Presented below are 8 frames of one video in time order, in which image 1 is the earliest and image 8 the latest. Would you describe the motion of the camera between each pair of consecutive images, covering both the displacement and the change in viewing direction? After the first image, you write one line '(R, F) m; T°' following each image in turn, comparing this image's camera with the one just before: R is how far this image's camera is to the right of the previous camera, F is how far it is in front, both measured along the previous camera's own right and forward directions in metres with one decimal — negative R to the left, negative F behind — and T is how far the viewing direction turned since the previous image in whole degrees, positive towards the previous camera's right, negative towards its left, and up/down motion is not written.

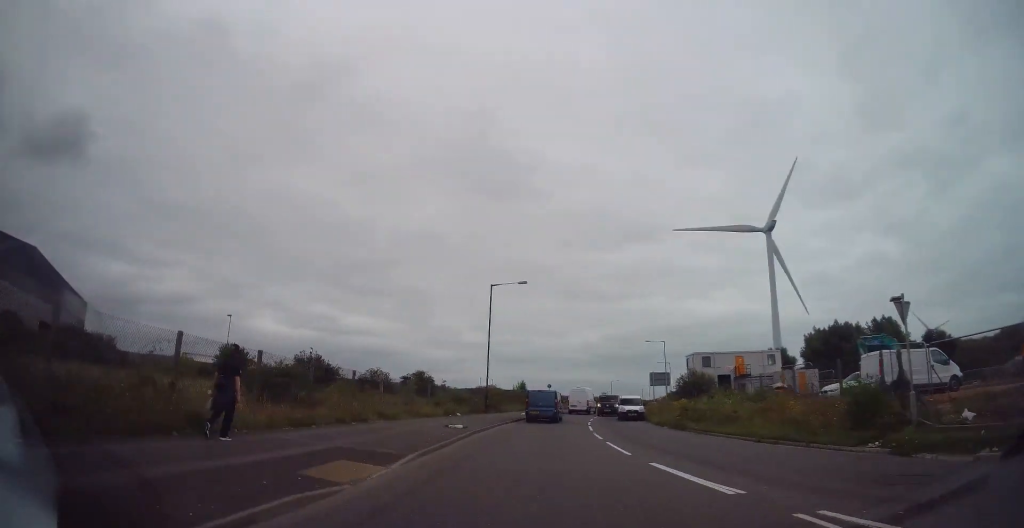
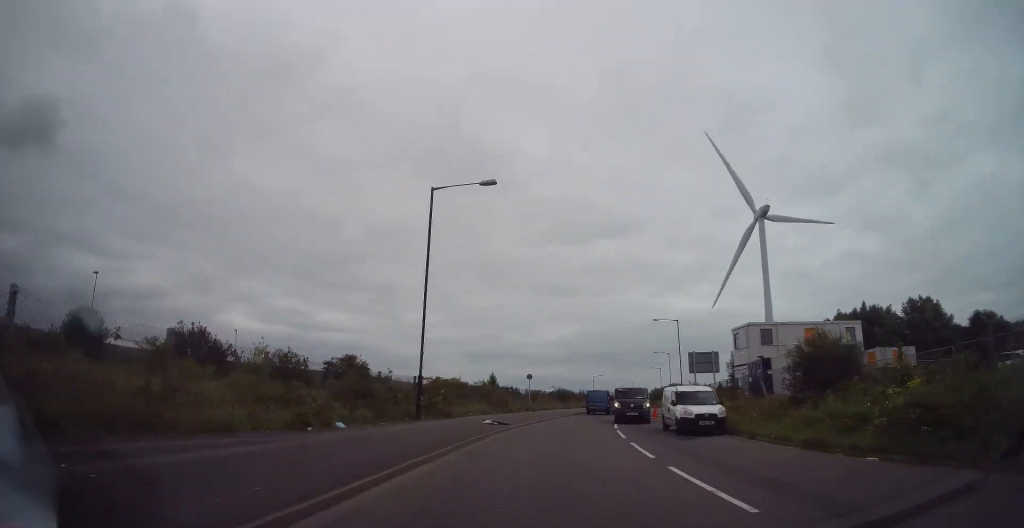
(+1.1, +17.5) m; +7°
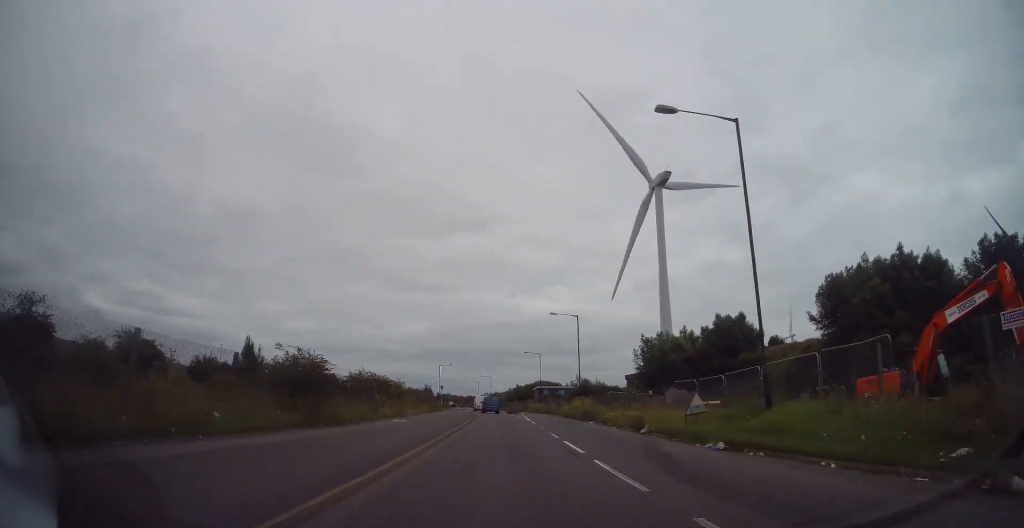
(+5.5, +48.8) m; +10°
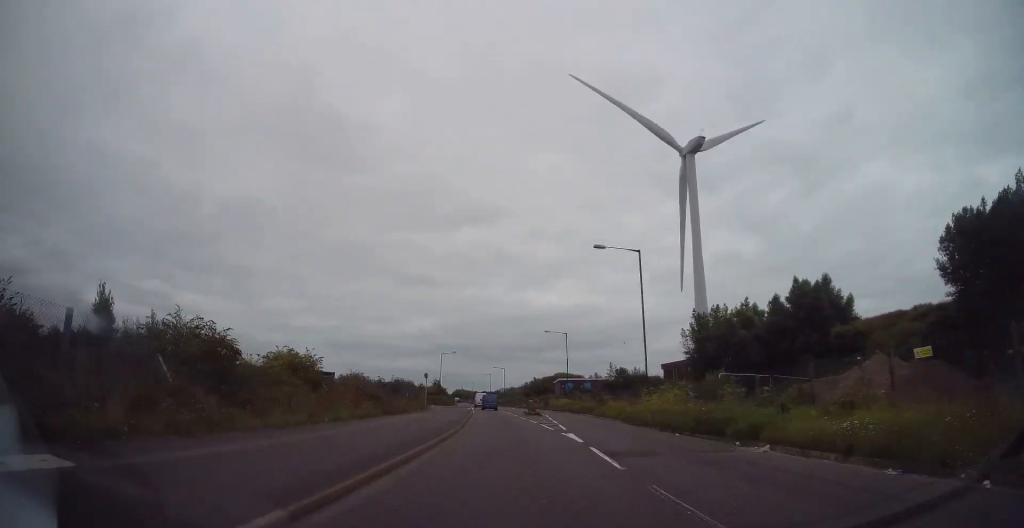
(+0.7, +22.3) m; -1°
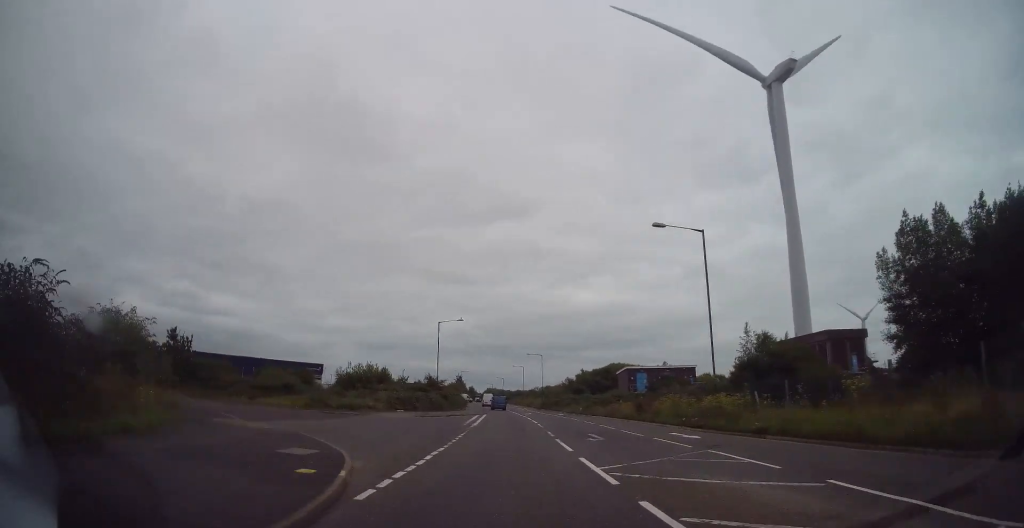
(-2.3, +46.4) m; -4°
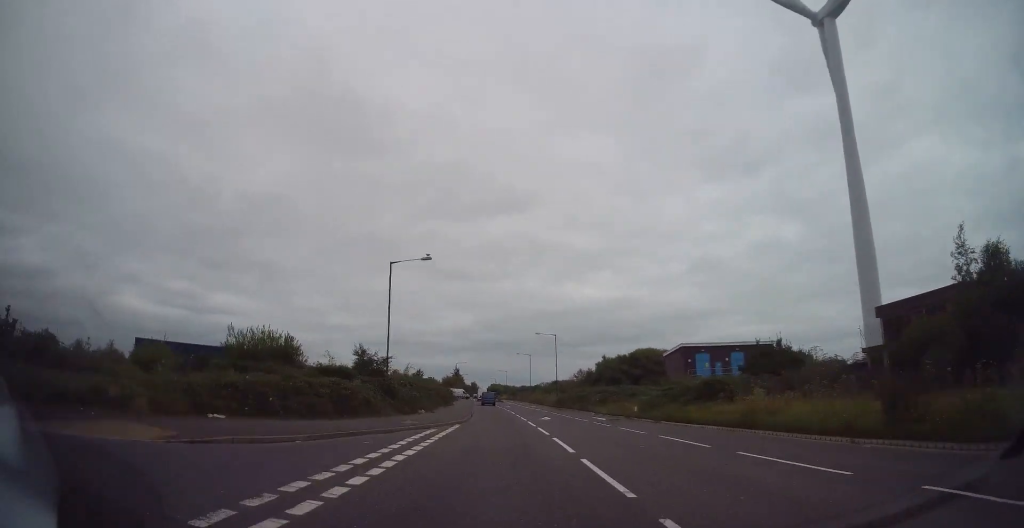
(+0.1, +25.7) m; -1°
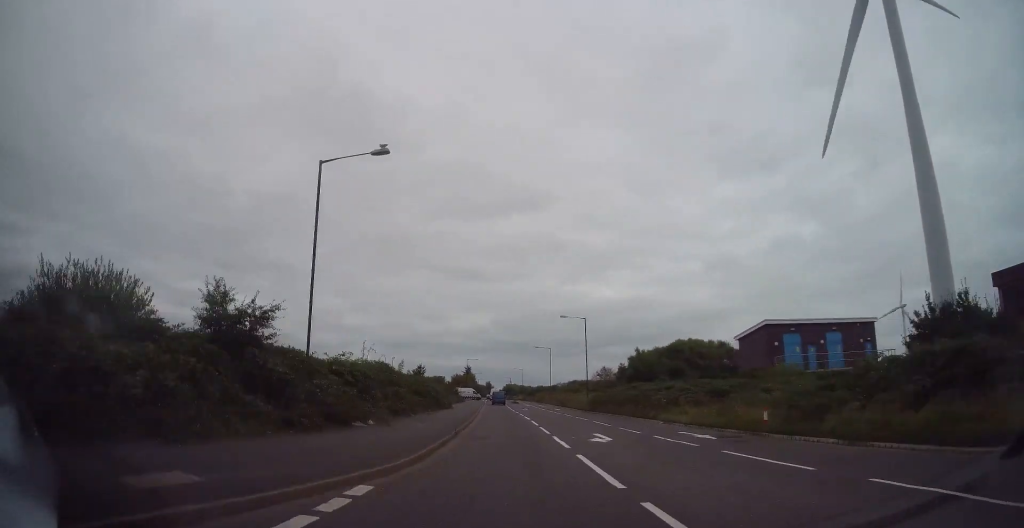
(-0.4, +16.6) m; -1°
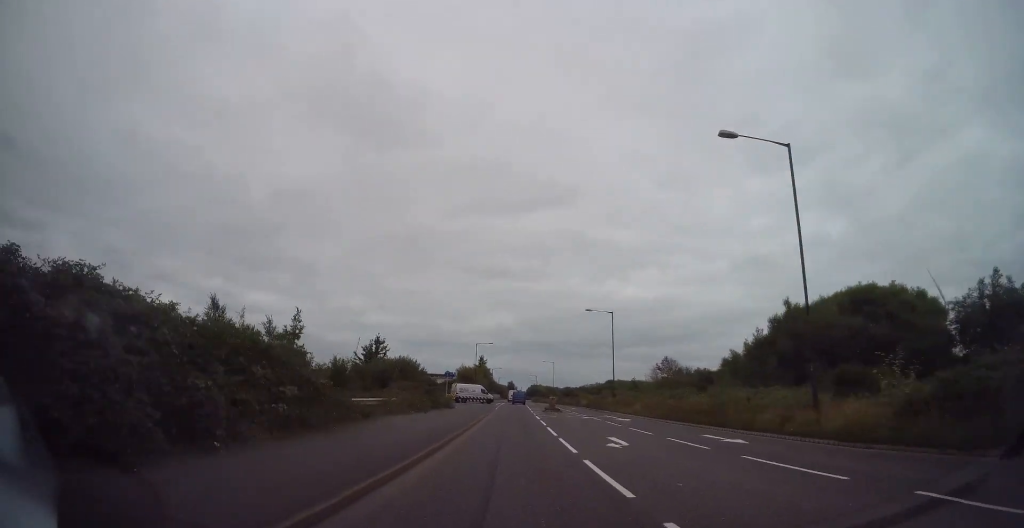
(-0.8, +44.1) m; -1°
